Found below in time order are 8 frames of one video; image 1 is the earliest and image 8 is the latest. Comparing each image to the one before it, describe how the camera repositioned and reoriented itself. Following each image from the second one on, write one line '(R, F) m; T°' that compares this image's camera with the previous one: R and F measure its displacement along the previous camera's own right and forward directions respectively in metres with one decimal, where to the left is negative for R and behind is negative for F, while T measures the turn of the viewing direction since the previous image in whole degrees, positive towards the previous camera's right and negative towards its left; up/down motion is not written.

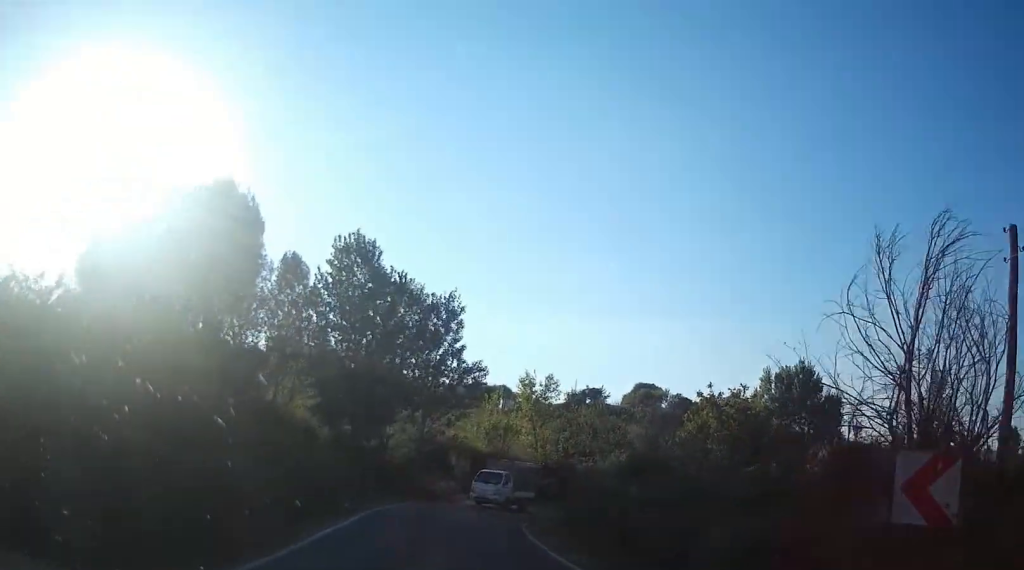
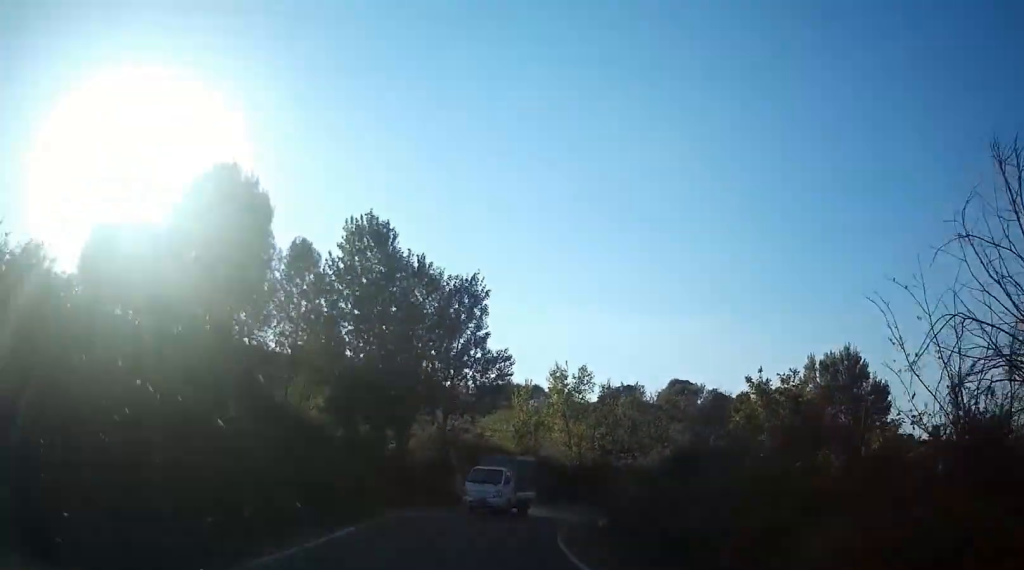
(0.0, +3.8) m; +2°
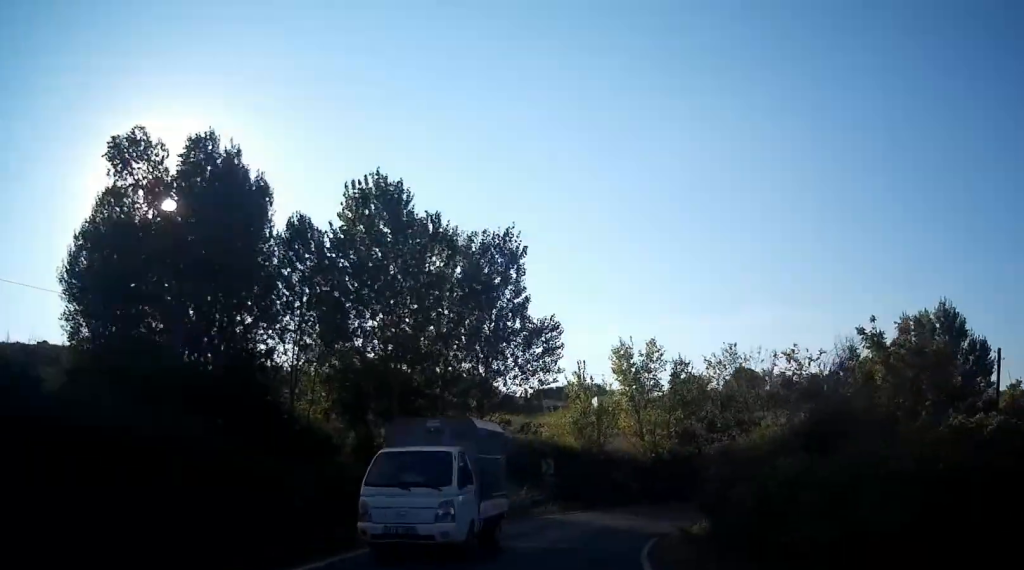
(+0.3, +8.5) m; +3°
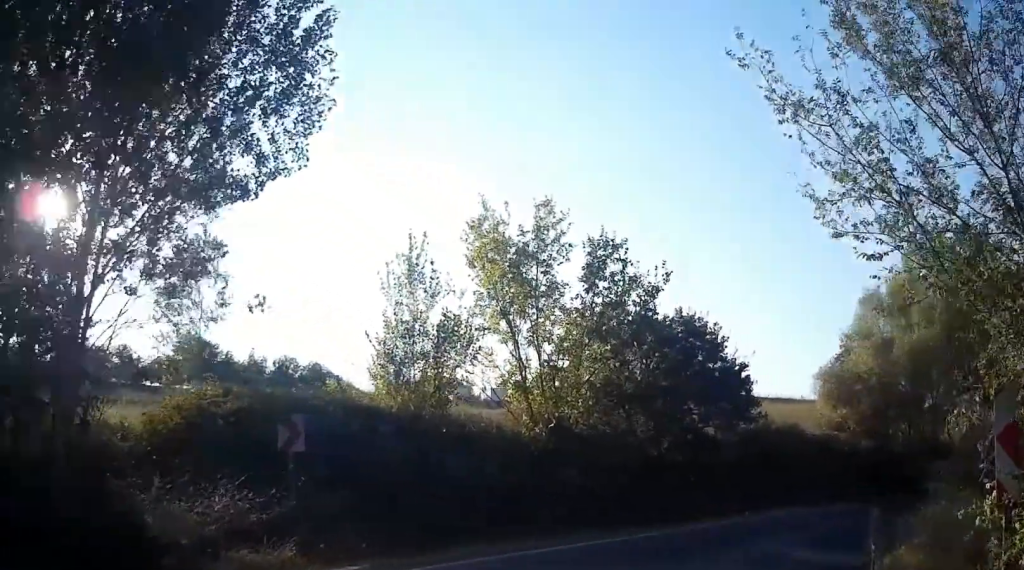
(+1.5, +24.0) m; +7°
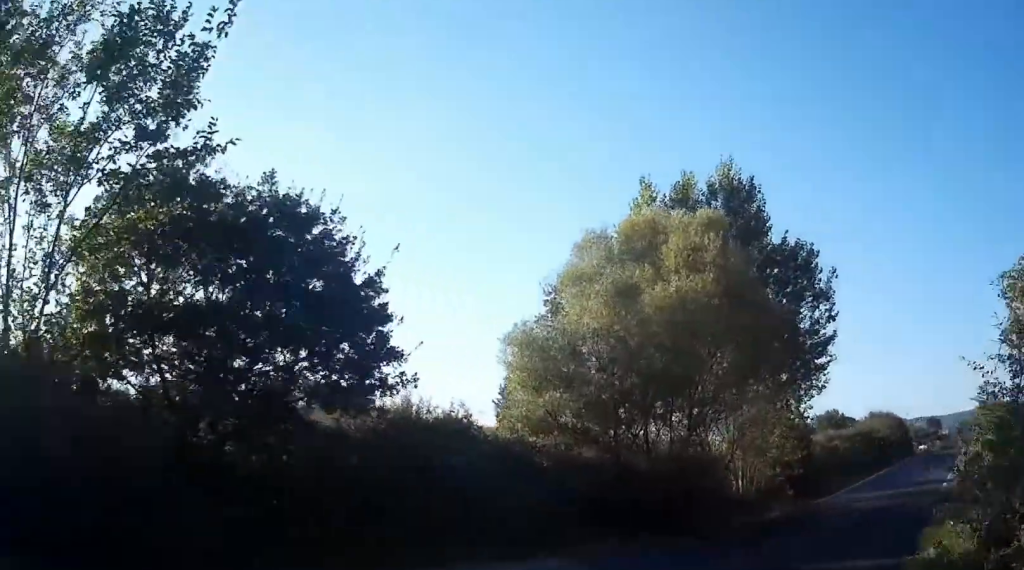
(-0.3, +15.2) m; -2°
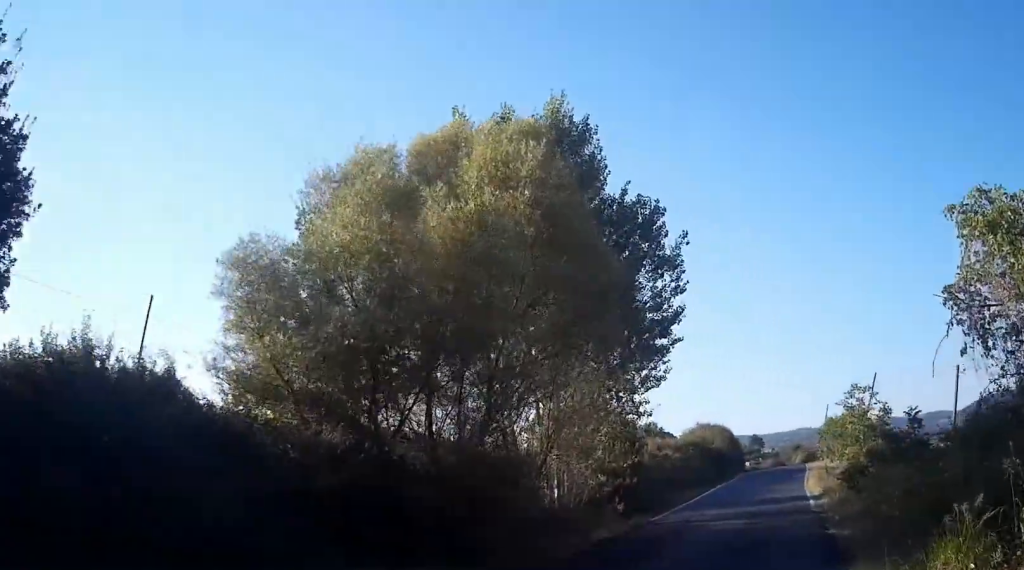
(-0.1, +8.0) m; +2°
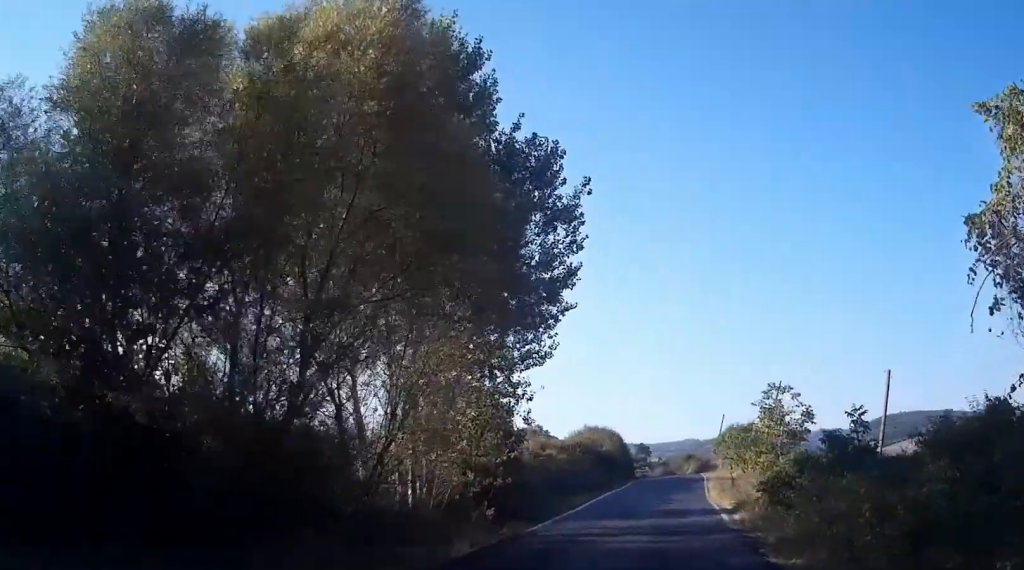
(+0.2, +6.1) m; +3°
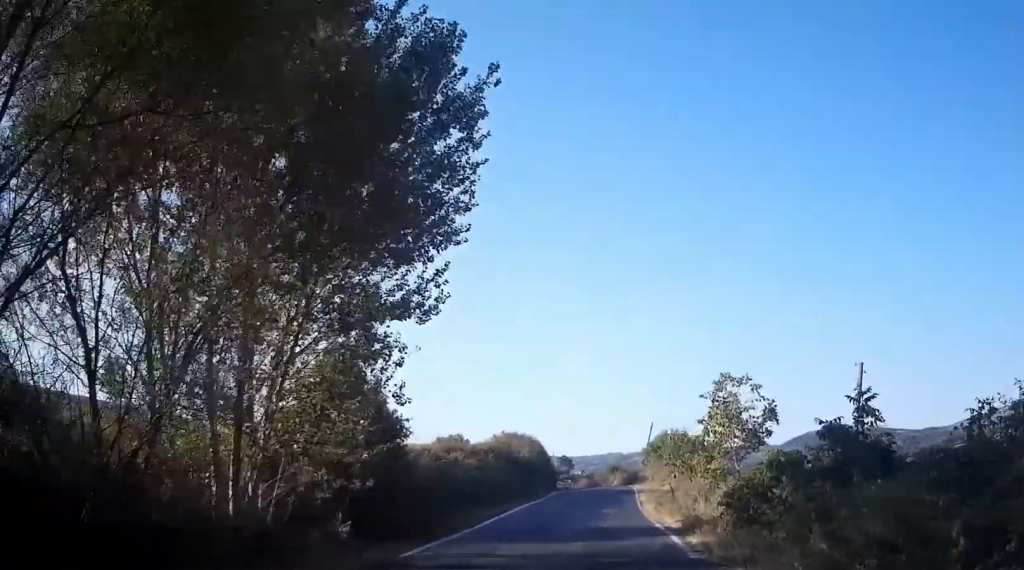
(+0.1, +7.2) m; +3°
